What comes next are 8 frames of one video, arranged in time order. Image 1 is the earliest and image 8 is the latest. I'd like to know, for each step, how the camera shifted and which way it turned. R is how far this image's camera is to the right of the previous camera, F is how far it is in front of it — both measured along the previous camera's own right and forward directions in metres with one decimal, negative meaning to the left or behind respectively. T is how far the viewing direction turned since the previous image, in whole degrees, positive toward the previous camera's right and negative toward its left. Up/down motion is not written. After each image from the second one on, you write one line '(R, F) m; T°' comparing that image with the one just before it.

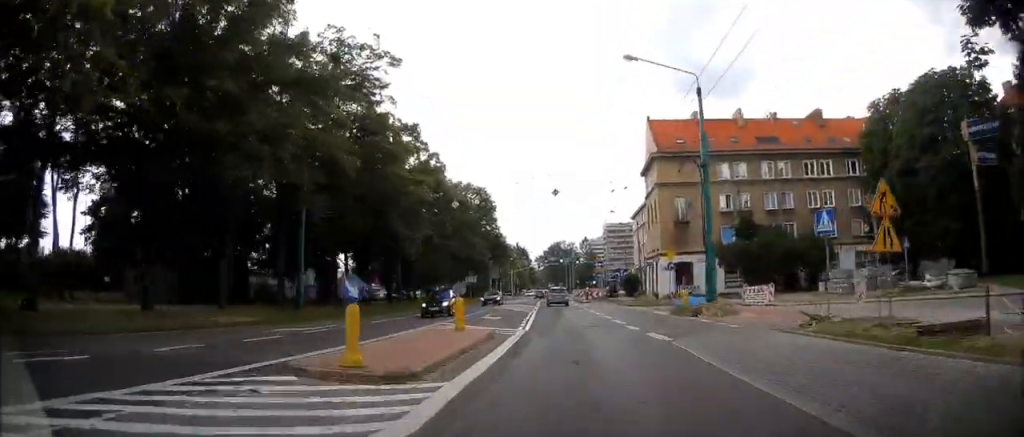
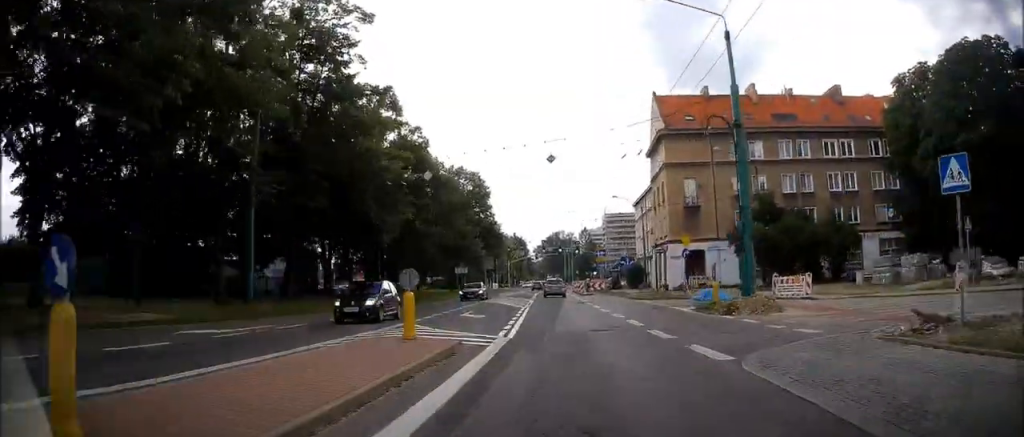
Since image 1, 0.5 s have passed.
(-0.2, +5.7) m; 0°
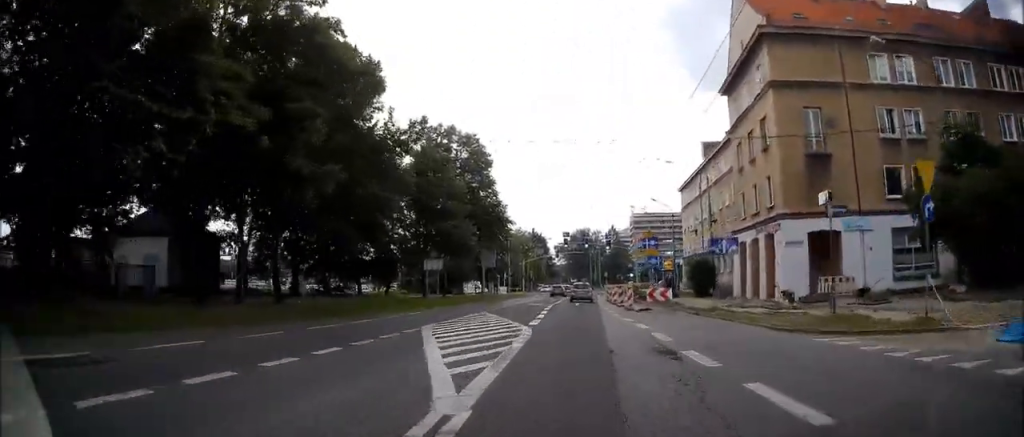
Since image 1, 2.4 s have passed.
(+0.1, +24.1) m; -1°
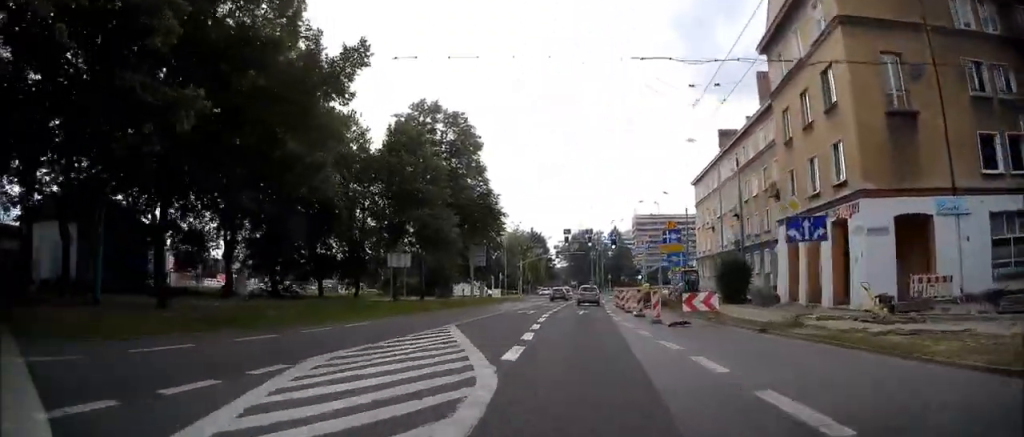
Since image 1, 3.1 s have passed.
(0.0, +8.8) m; 0°
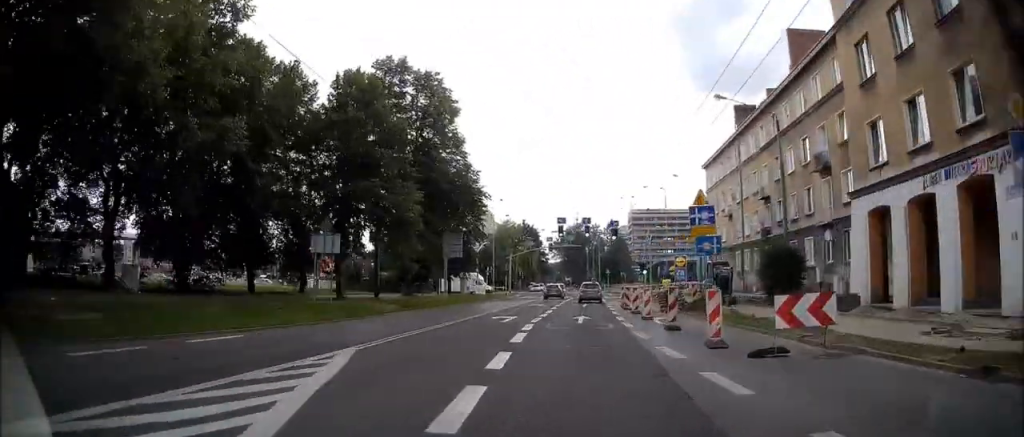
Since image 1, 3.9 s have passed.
(+0.1, +9.6) m; 0°
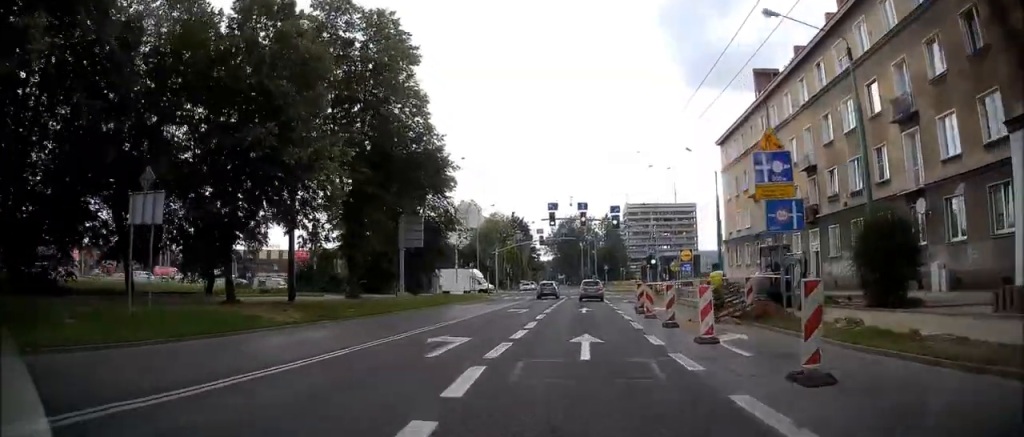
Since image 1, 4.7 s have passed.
(0.0, +10.0) m; 0°
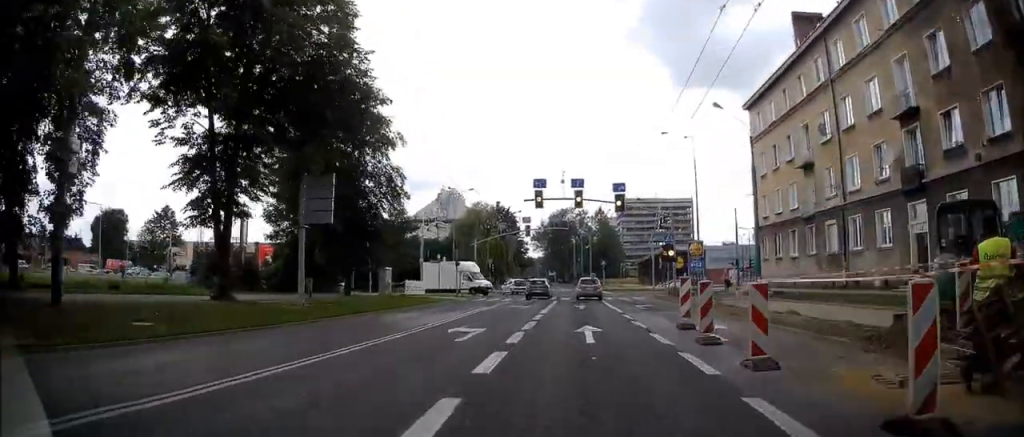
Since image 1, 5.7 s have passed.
(-0.1, +11.4) m; 0°
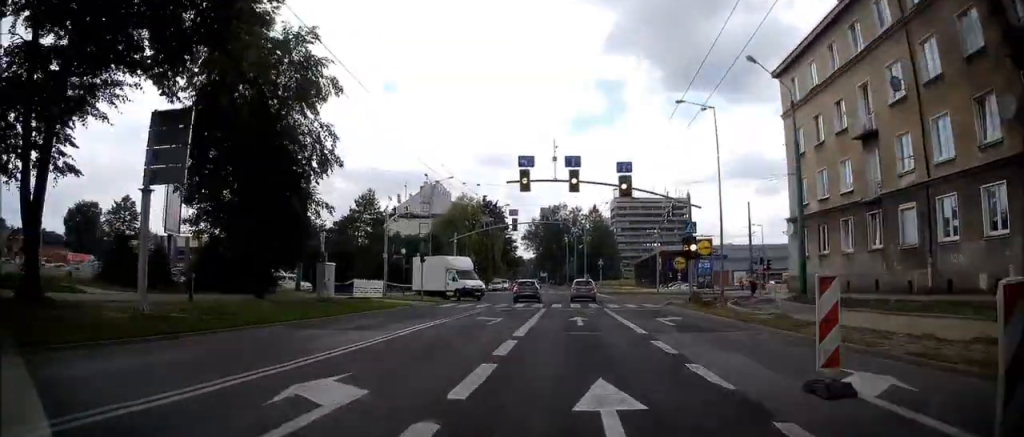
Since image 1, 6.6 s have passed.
(0.0, +8.6) m; +2°
